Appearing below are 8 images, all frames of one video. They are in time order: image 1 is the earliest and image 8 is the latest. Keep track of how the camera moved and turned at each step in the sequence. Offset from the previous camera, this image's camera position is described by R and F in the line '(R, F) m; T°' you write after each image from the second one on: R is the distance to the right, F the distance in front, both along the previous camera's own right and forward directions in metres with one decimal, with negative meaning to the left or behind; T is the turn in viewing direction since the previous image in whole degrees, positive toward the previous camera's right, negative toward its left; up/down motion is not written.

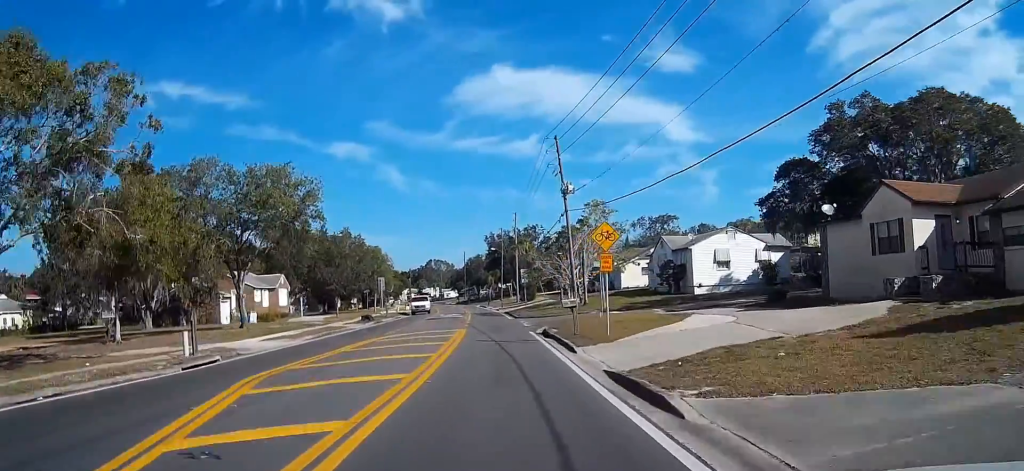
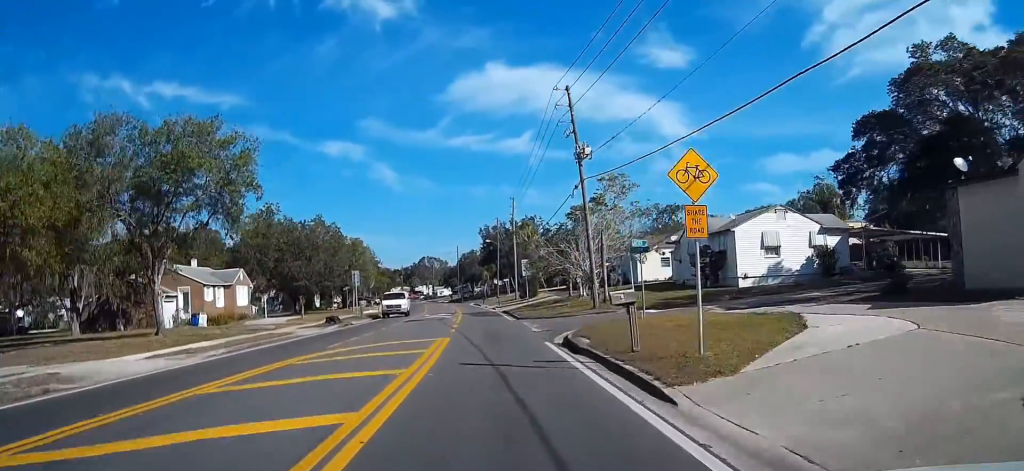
(+0.1, +11.8) m; 0°
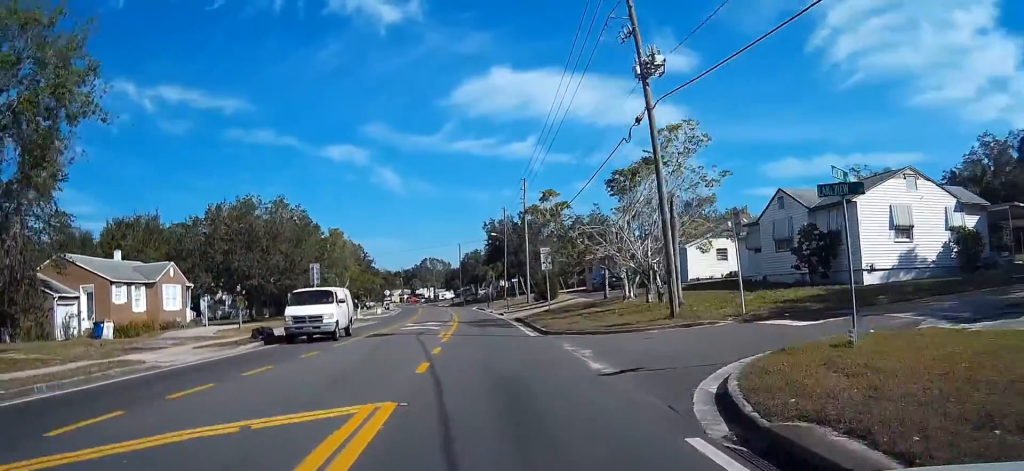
(-0.1, +16.4) m; 0°
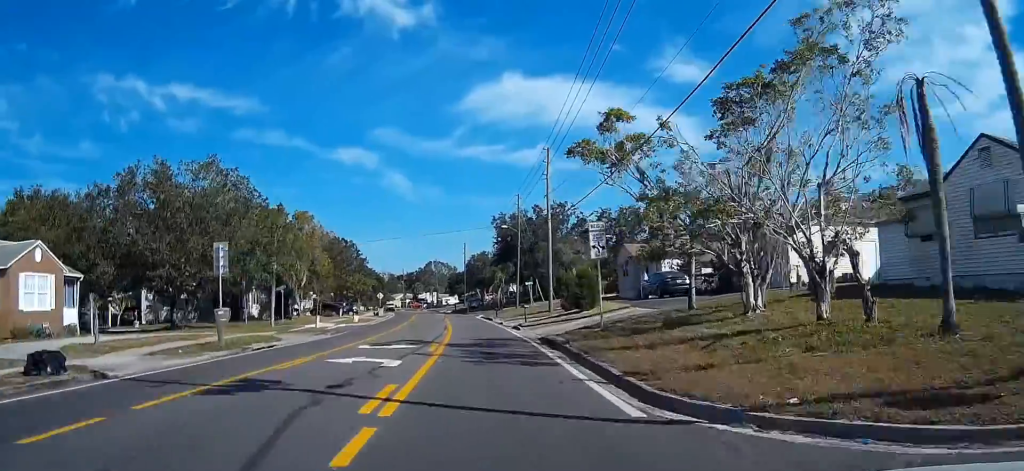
(-0.1, +17.9) m; 0°
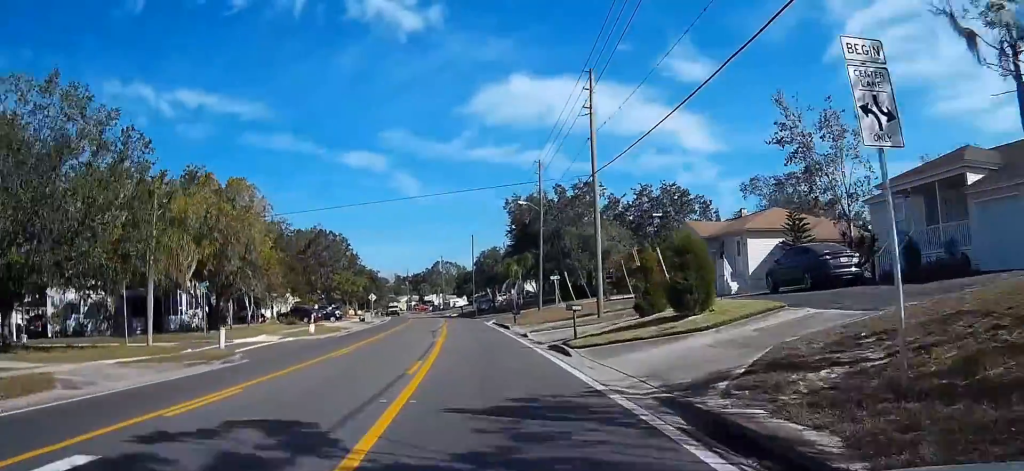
(0.0, +19.2) m; 0°
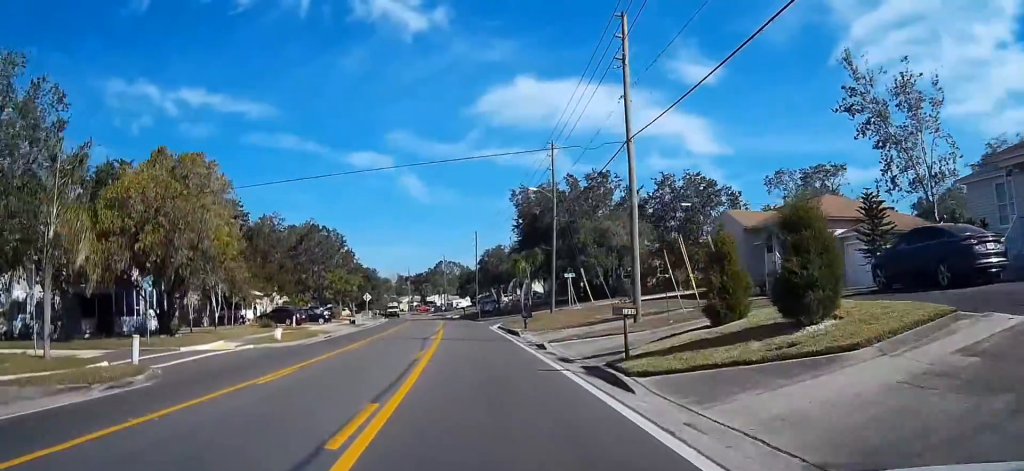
(-0.1, +7.8) m; 0°
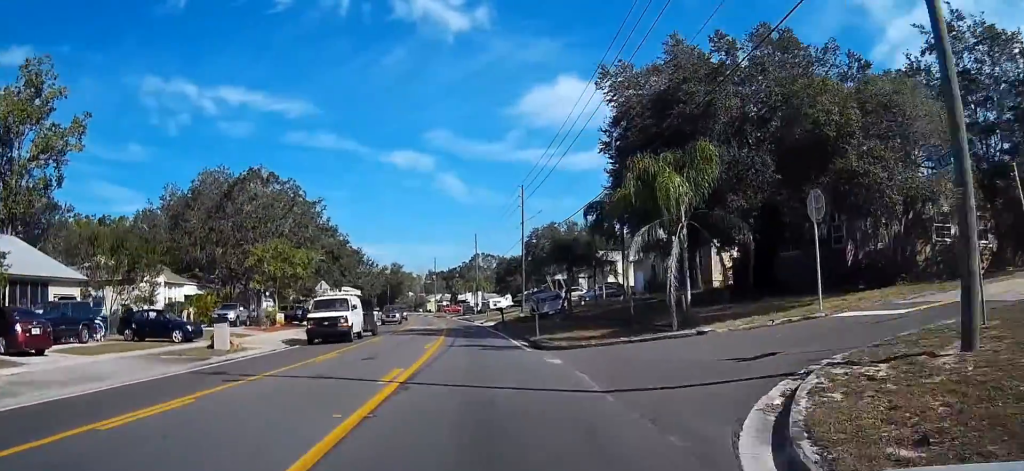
(-0.4, +42.2) m; -3°
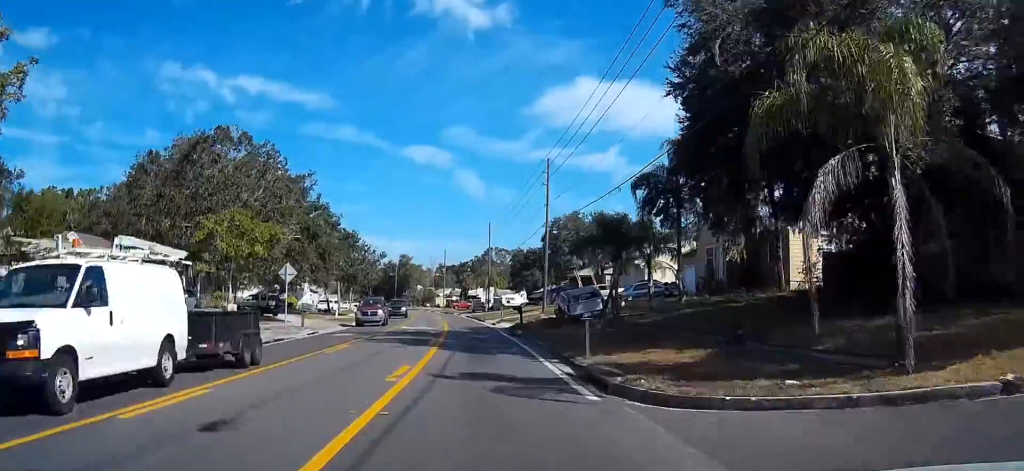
(-0.1, +11.7) m; -1°
